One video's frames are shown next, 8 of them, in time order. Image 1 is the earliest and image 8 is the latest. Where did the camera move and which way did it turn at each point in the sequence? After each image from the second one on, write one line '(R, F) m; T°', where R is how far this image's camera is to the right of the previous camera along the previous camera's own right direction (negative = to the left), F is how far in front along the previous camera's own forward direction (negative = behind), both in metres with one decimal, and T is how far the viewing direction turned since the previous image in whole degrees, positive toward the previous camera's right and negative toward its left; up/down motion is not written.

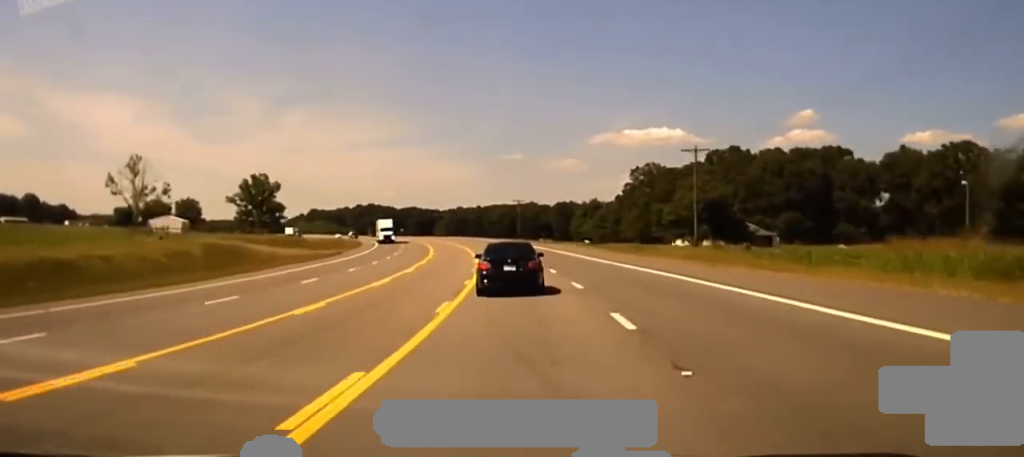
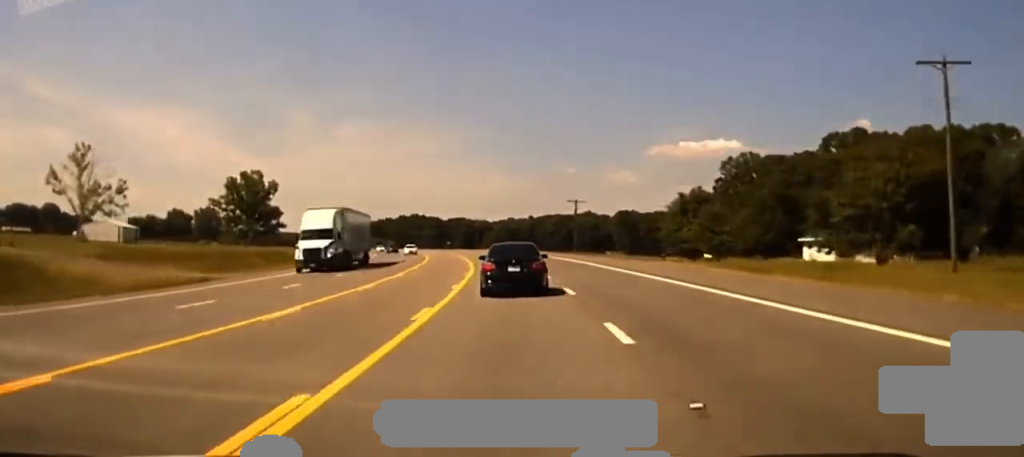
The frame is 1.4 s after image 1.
(-1.8, +52.0) m; -4°
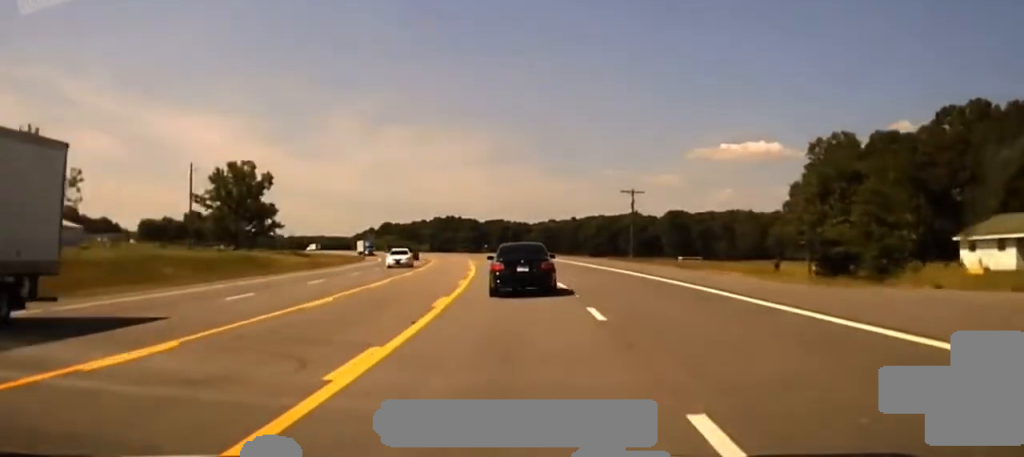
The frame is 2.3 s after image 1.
(-0.6, +30.6) m; -2°
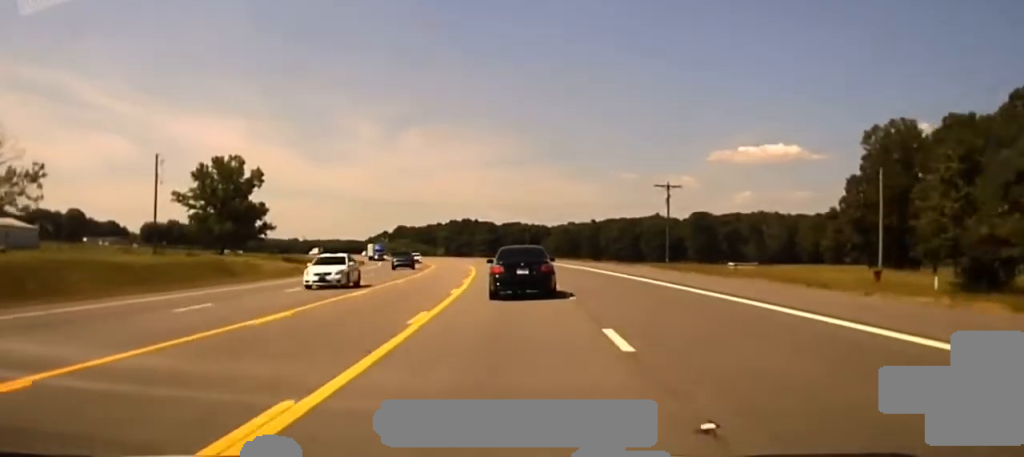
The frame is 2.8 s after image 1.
(-0.3, +14.6) m; -1°
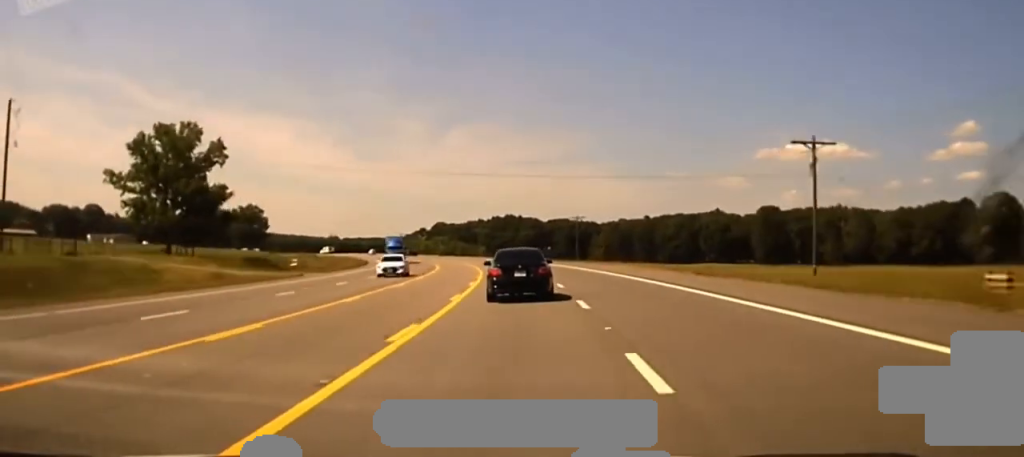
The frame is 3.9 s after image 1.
(-0.9, +34.4) m; -3°
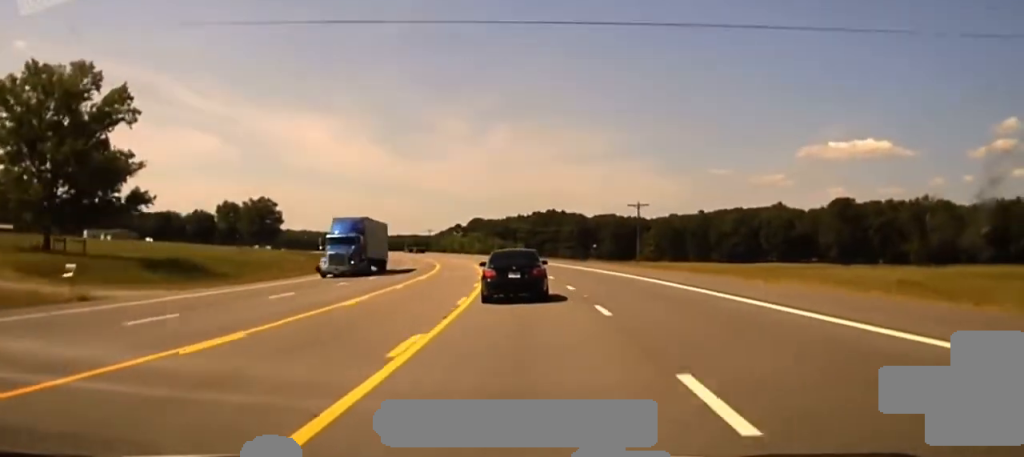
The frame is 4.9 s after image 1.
(-0.9, +35.9) m; -3°
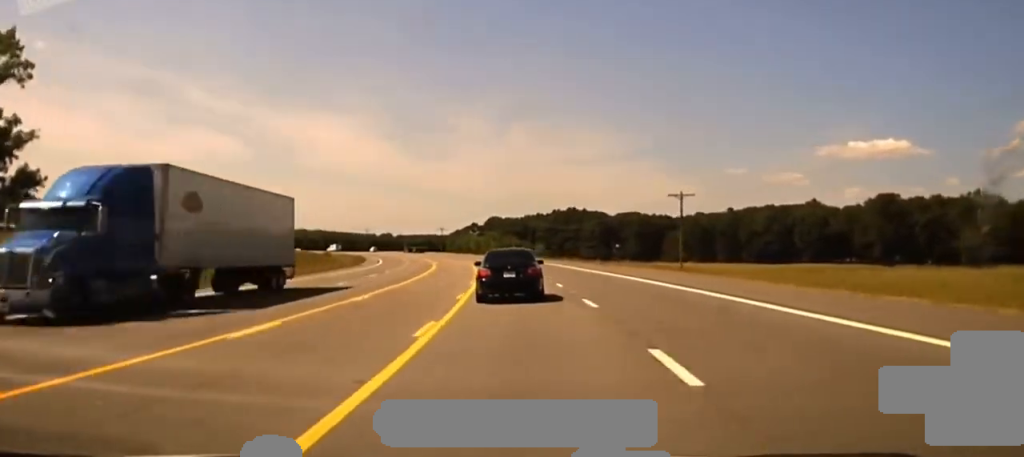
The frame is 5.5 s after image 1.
(-0.2, +22.0) m; -2°
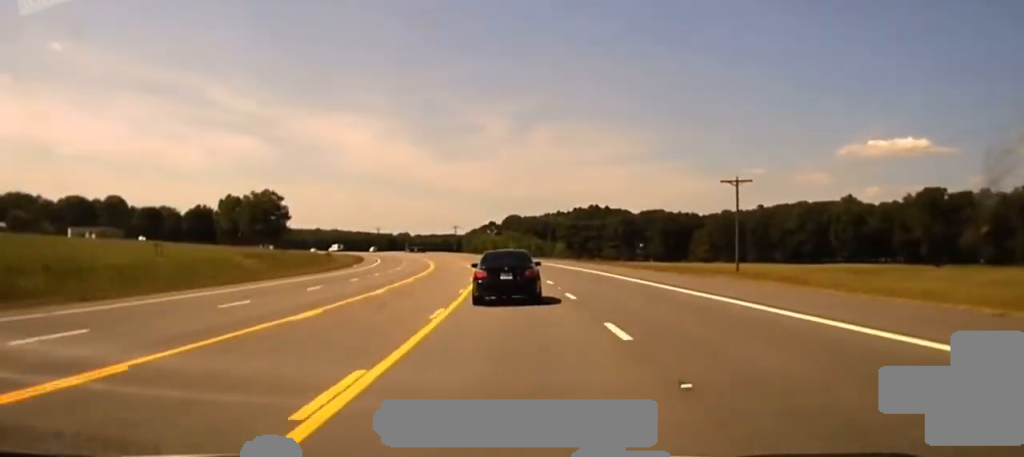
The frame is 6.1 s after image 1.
(-0.5, +21.0) m; -1°
